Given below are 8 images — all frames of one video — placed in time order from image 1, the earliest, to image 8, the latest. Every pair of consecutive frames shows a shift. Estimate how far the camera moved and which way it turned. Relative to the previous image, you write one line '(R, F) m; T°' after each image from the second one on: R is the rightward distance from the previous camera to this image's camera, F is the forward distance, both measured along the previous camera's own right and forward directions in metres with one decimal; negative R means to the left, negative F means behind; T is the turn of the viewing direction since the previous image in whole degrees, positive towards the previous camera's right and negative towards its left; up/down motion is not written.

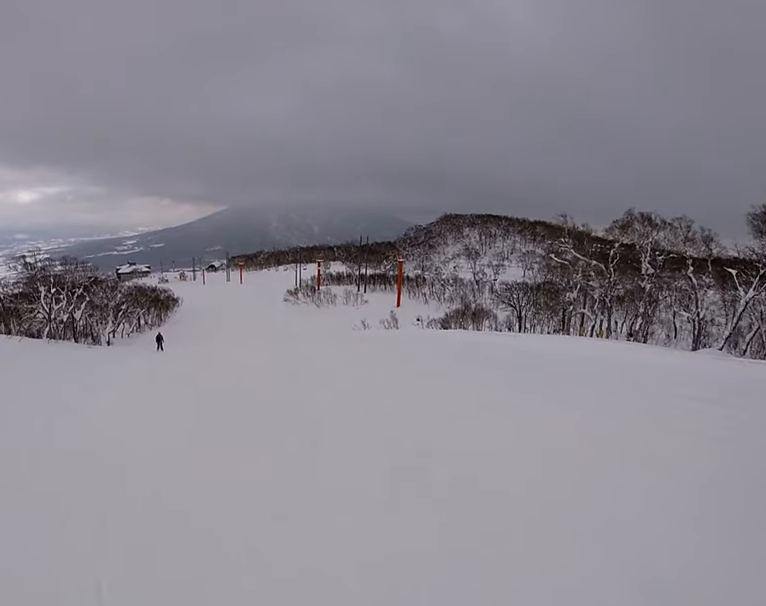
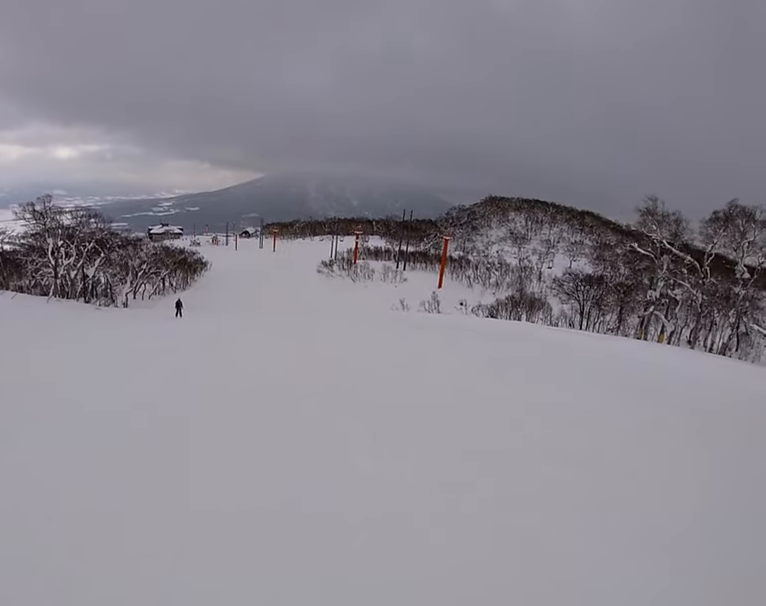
(0.0, +6.9) m; -1°
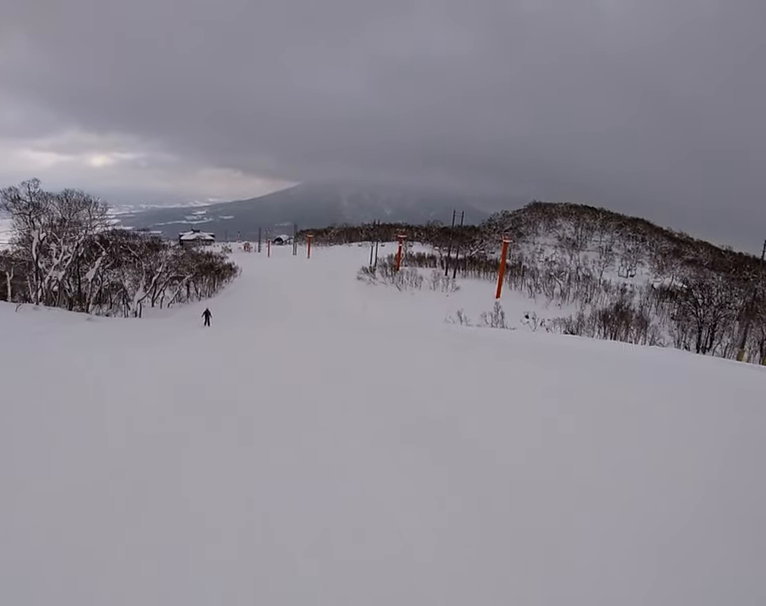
(-0.3, +12.1) m; -8°
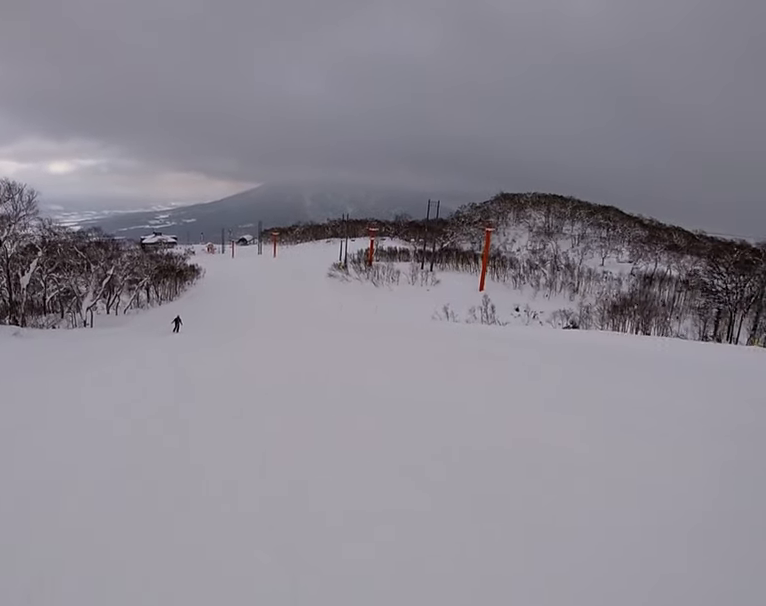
(-0.7, +7.5) m; -1°
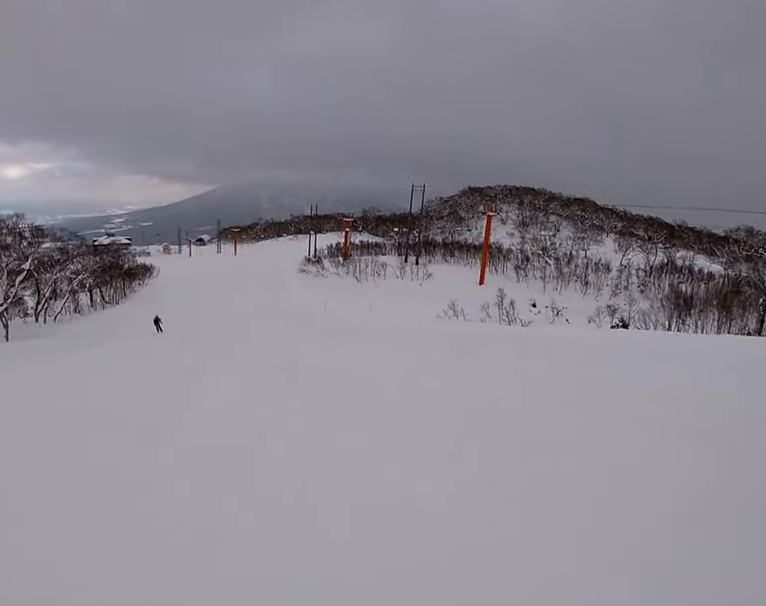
(+0.4, +14.0) m; +5°
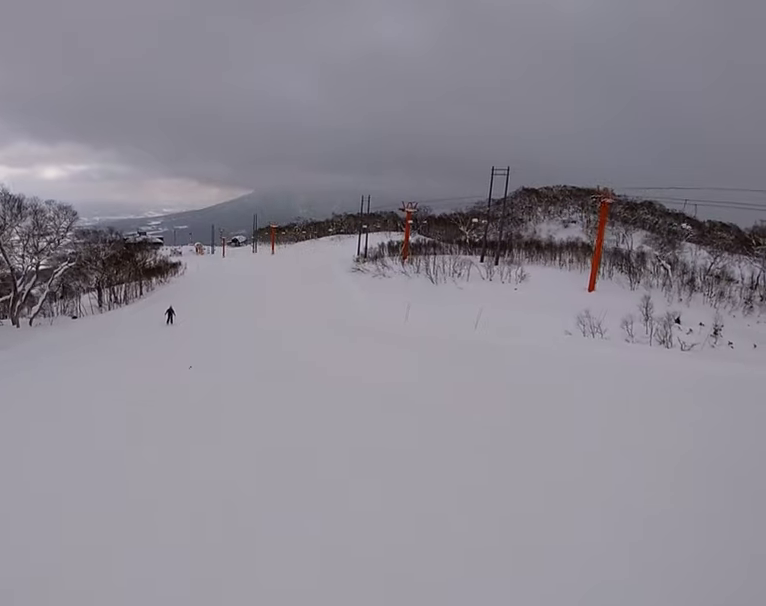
(+0.6, +16.6) m; +1°
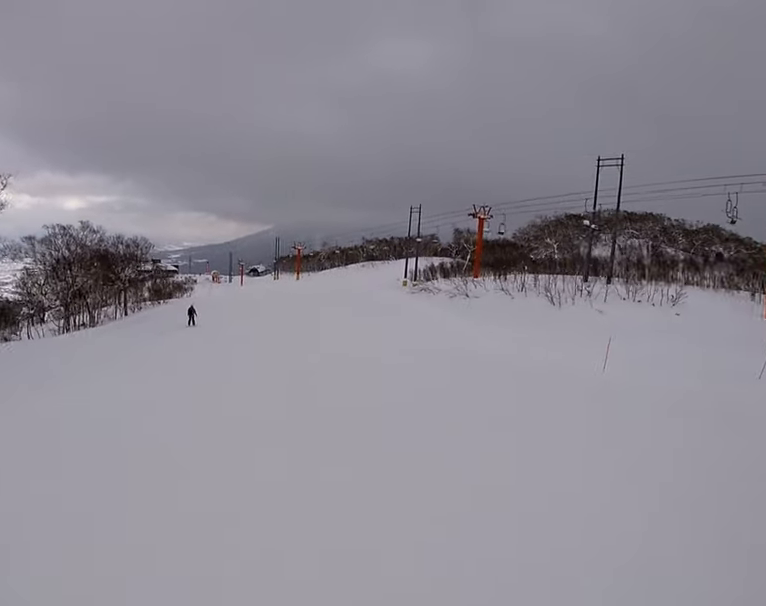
(-0.4, +20.6) m; -5°
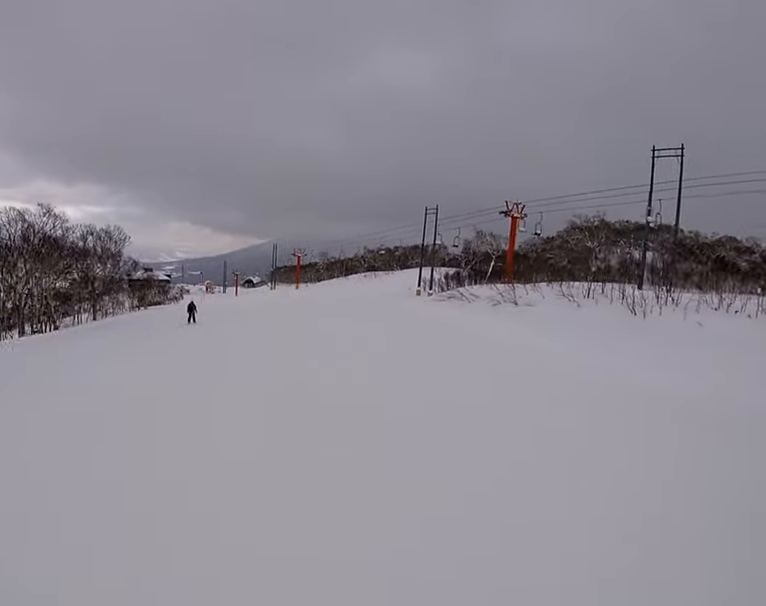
(-0.3, +9.3) m; -2°
